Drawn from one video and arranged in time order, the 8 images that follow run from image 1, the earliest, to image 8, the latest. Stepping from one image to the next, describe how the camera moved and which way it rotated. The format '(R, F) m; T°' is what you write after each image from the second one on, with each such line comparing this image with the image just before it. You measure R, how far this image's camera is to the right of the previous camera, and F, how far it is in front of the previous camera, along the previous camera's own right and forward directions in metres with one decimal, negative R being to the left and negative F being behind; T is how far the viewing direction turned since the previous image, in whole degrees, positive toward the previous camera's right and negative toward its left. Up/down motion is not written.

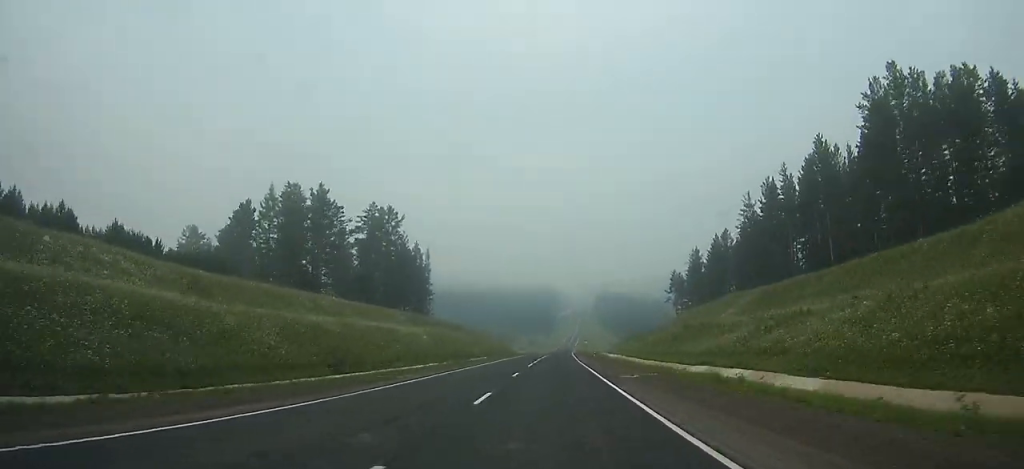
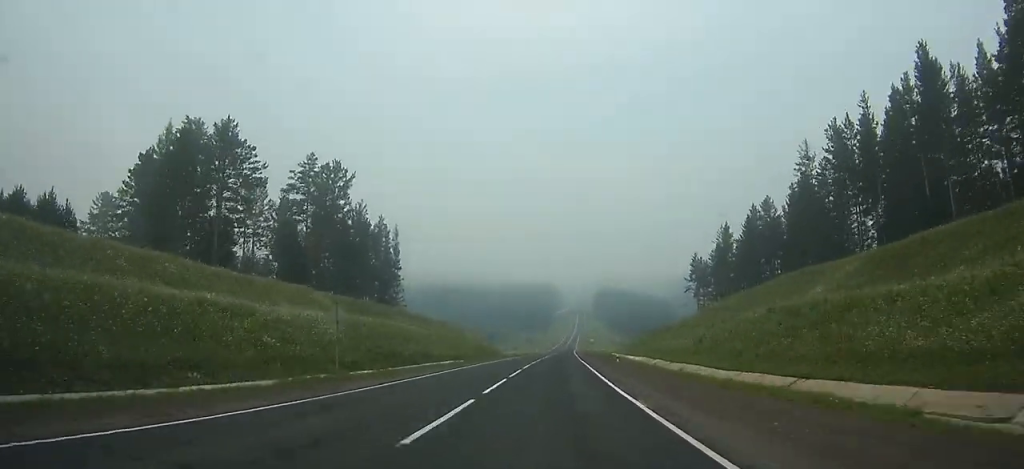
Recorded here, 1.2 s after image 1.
(+0.1, +29.2) m; 0°
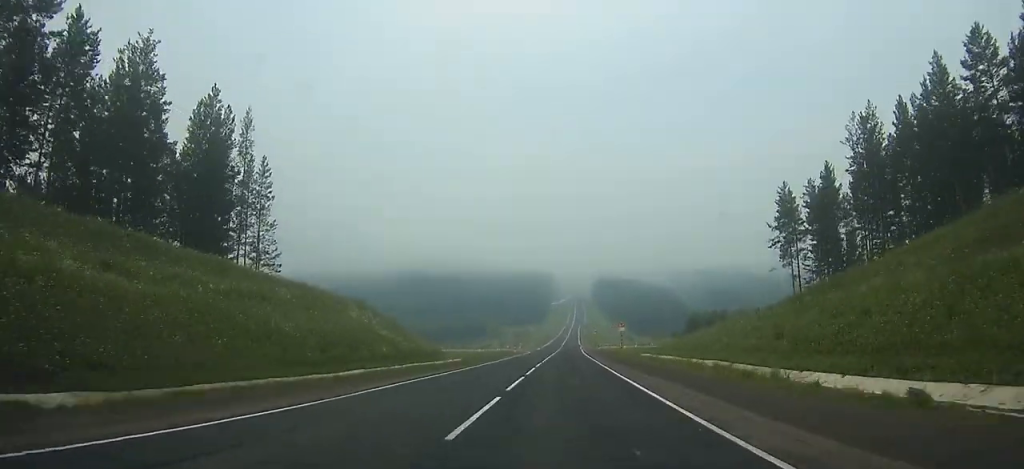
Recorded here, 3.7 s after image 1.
(+0.2, +65.3) m; +1°
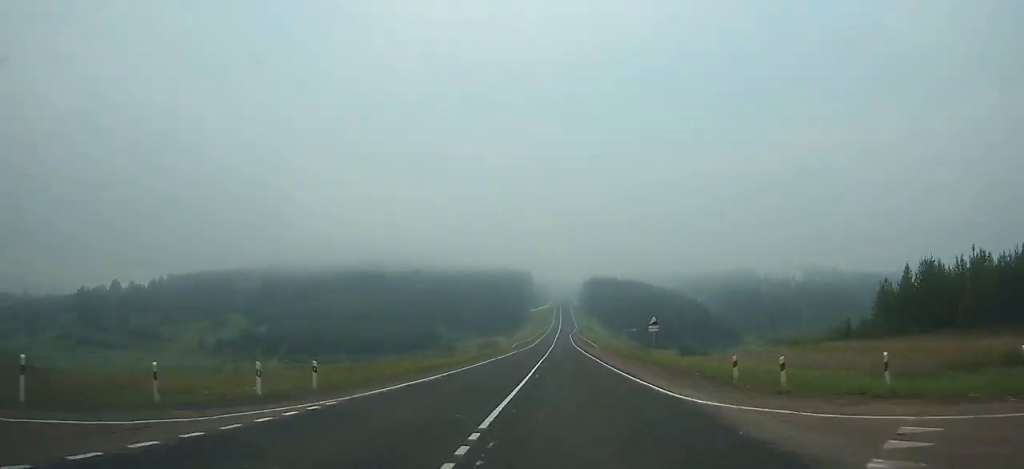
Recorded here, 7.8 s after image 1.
(+1.3, +110.2) m; +1°
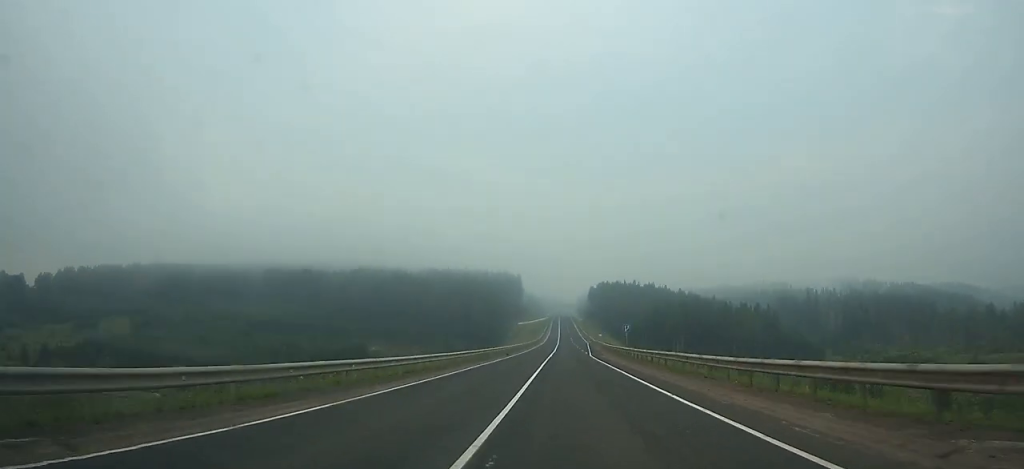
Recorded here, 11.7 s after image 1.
(+0.8, +104.9) m; +1°
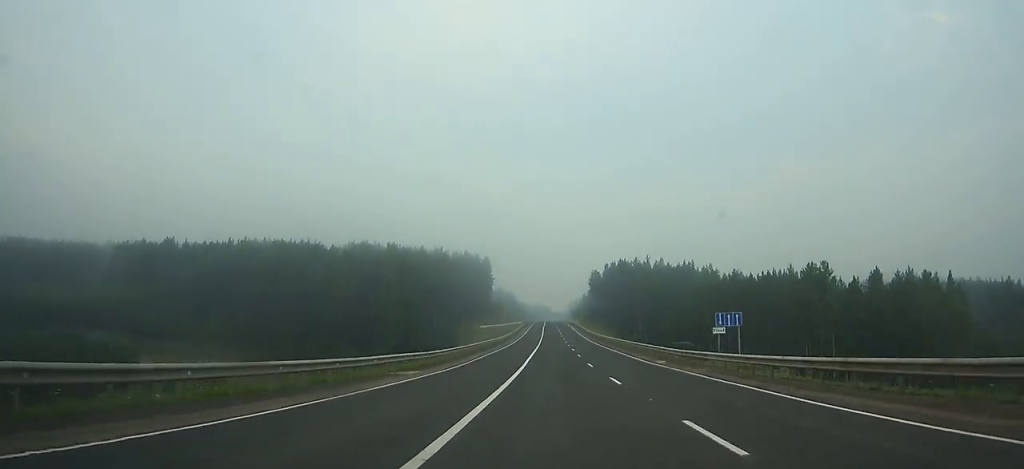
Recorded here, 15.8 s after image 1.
(+0.8, +109.7) m; +1°
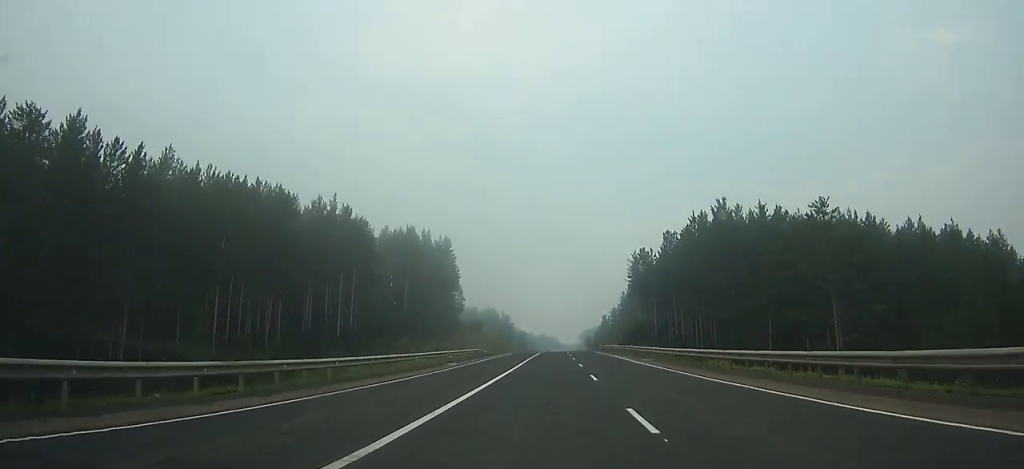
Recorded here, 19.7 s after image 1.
(-0.3, +107.9) m; 0°
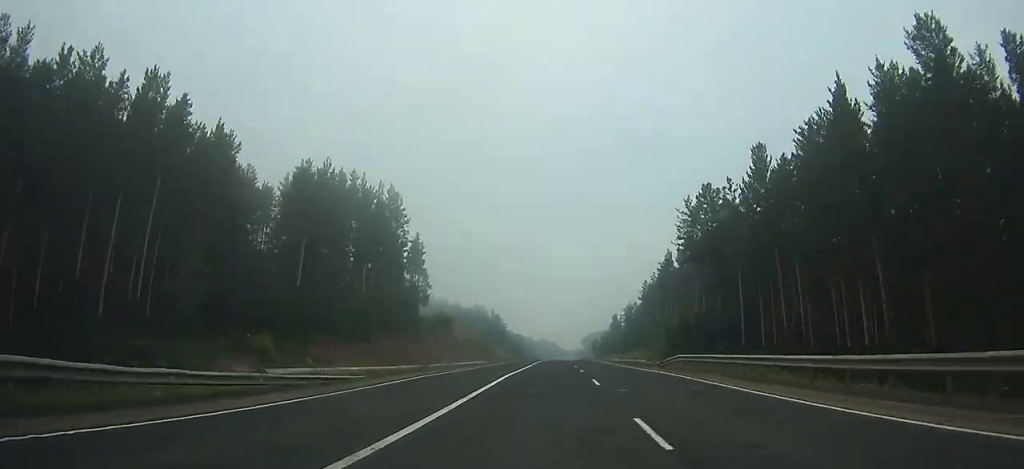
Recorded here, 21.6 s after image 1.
(-0.1, +51.4) m; 0°
